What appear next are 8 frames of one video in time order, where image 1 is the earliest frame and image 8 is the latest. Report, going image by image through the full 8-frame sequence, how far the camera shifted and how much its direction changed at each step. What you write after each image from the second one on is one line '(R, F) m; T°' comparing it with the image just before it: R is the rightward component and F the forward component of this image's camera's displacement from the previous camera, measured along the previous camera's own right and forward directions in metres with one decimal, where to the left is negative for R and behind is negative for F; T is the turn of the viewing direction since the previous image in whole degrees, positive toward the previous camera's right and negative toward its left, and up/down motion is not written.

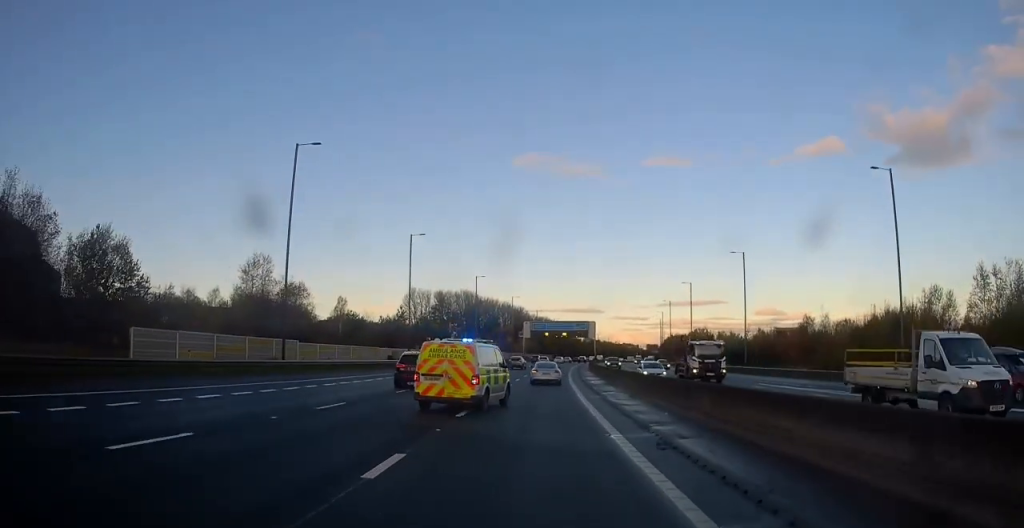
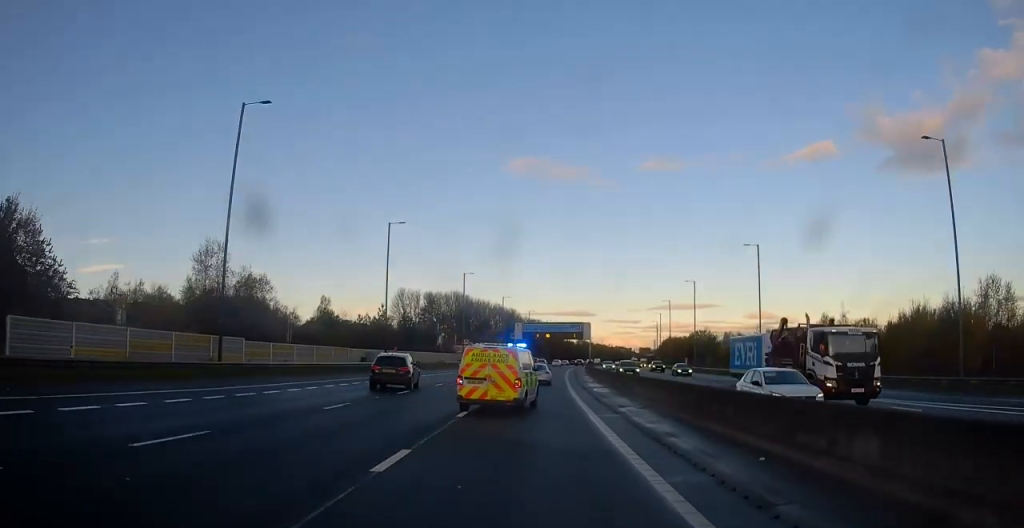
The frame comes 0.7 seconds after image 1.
(0.0, +8.2) m; +1°
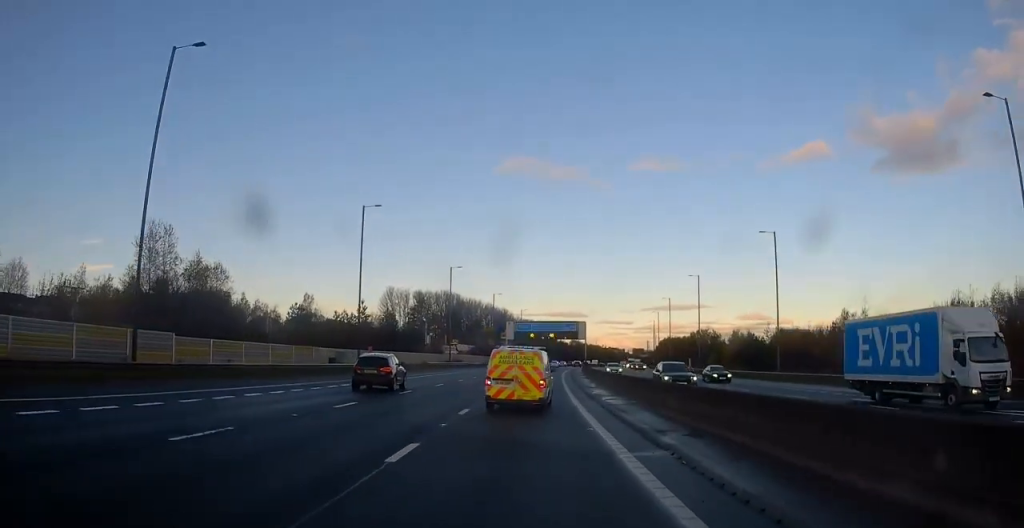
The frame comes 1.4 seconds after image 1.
(0.0, +7.5) m; +1°
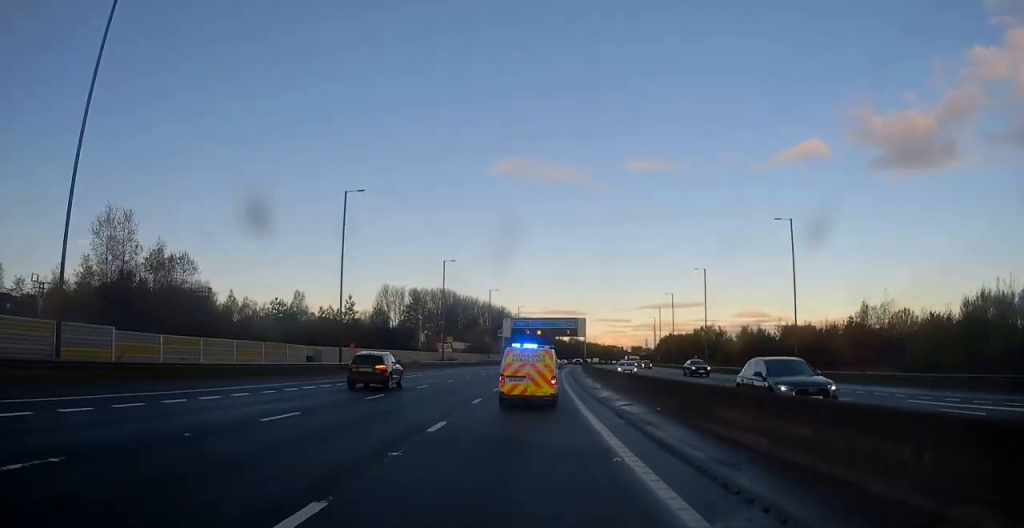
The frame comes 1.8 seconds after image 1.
(+0.1, +5.2) m; 0°
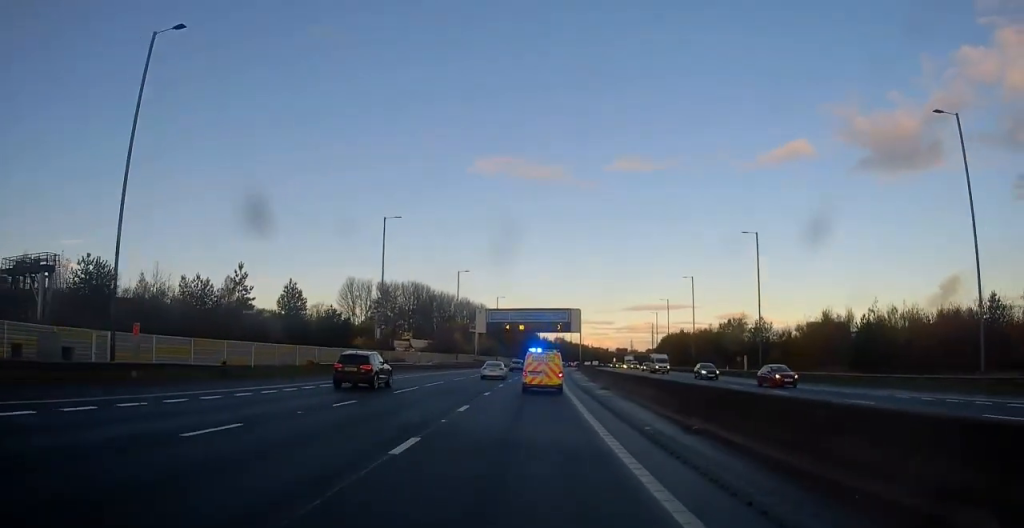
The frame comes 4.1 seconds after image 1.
(+0.6, +29.8) m; +2°
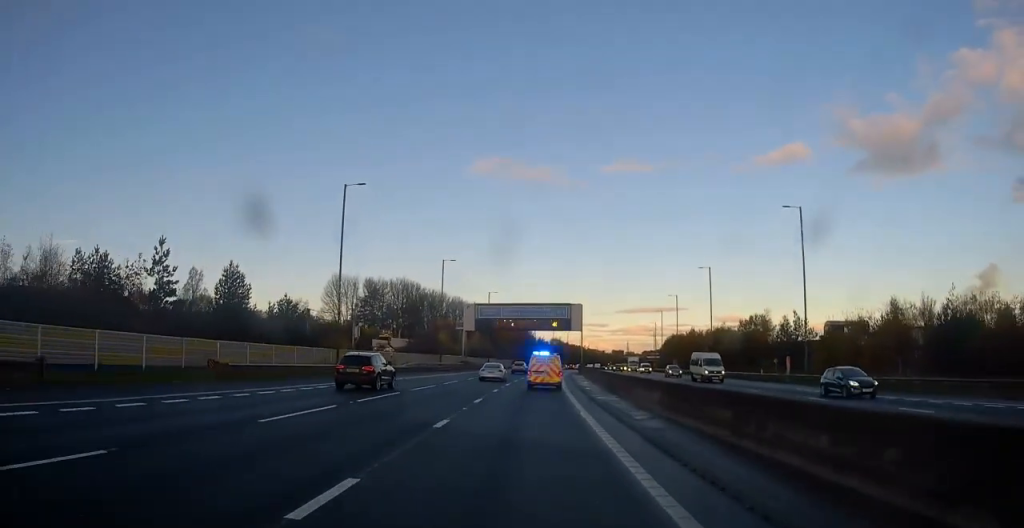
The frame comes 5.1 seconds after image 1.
(0.0, +13.3) m; +1°
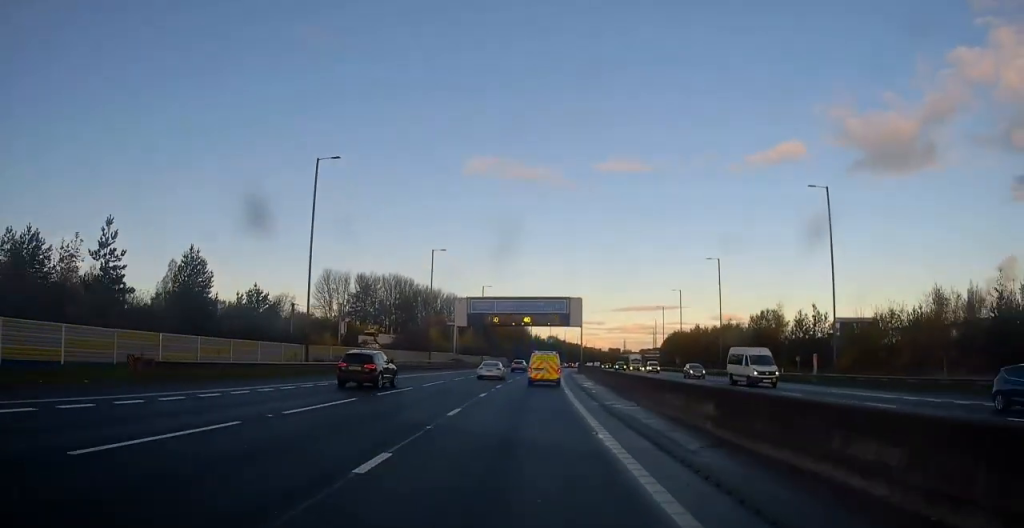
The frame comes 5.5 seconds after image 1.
(0.0, +6.4) m; 0°
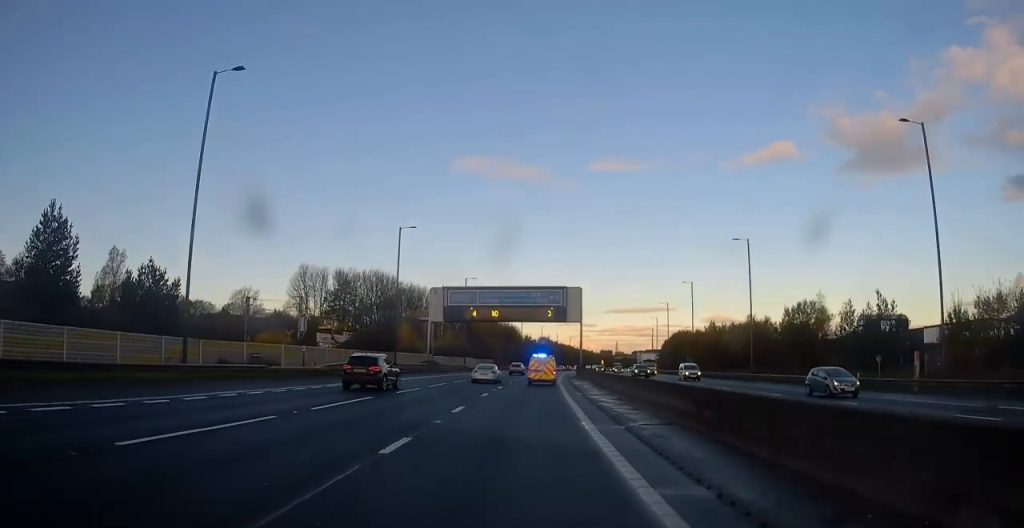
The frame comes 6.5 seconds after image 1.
(+0.2, +15.8) m; +1°
